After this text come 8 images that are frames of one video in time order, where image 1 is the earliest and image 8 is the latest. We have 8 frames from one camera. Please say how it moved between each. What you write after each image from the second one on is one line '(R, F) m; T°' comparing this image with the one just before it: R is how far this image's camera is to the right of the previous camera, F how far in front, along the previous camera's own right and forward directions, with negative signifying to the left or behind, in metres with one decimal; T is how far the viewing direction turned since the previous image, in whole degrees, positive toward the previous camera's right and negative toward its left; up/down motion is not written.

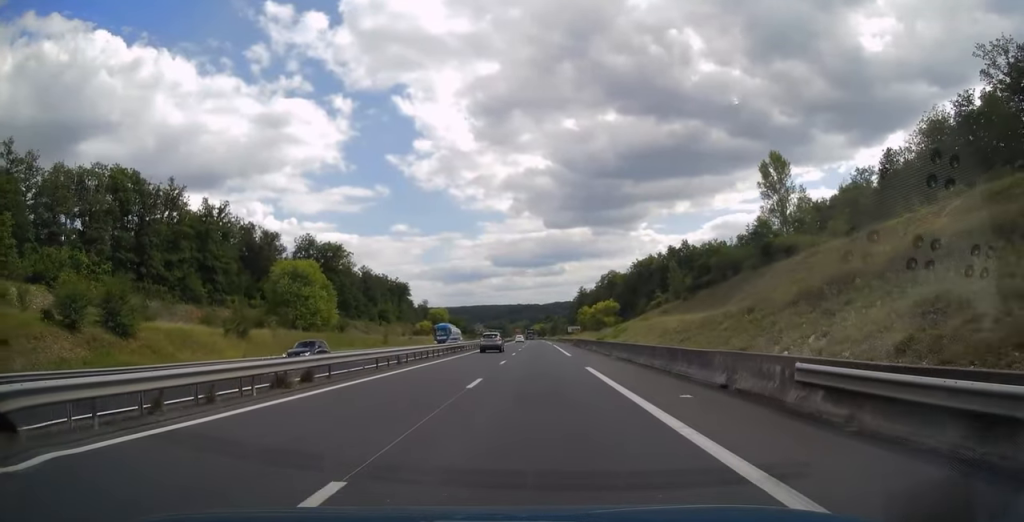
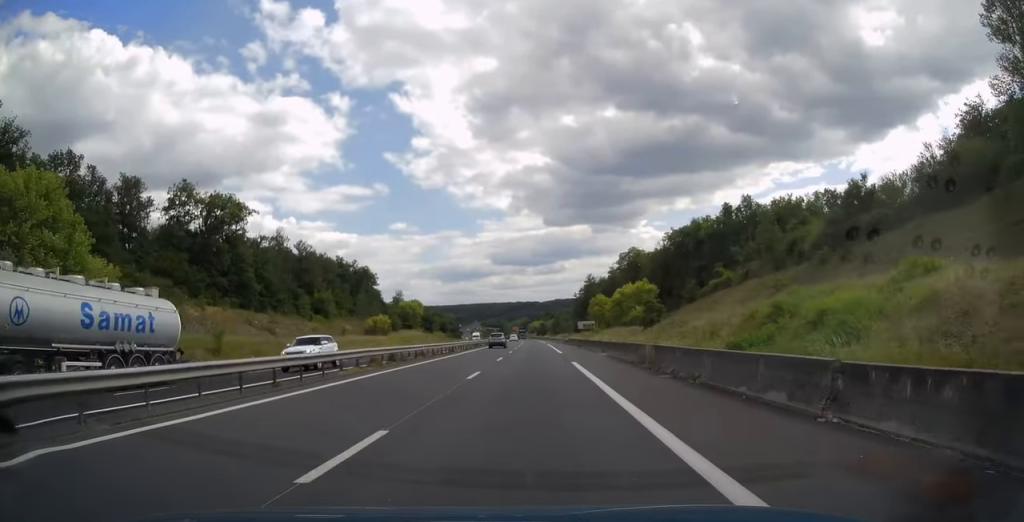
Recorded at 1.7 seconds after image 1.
(-0.2, +49.5) m; 0°
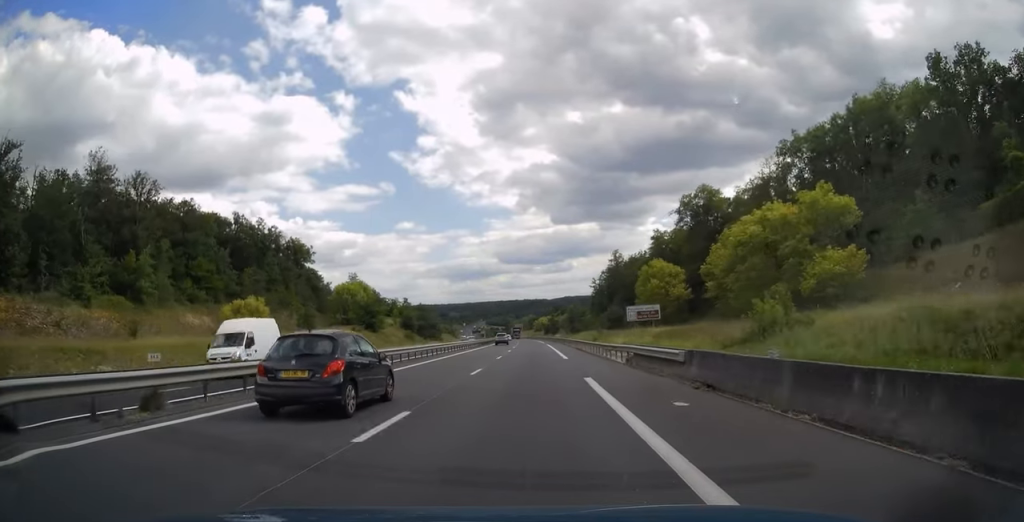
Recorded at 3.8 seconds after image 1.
(-0.2, +63.2) m; -1°
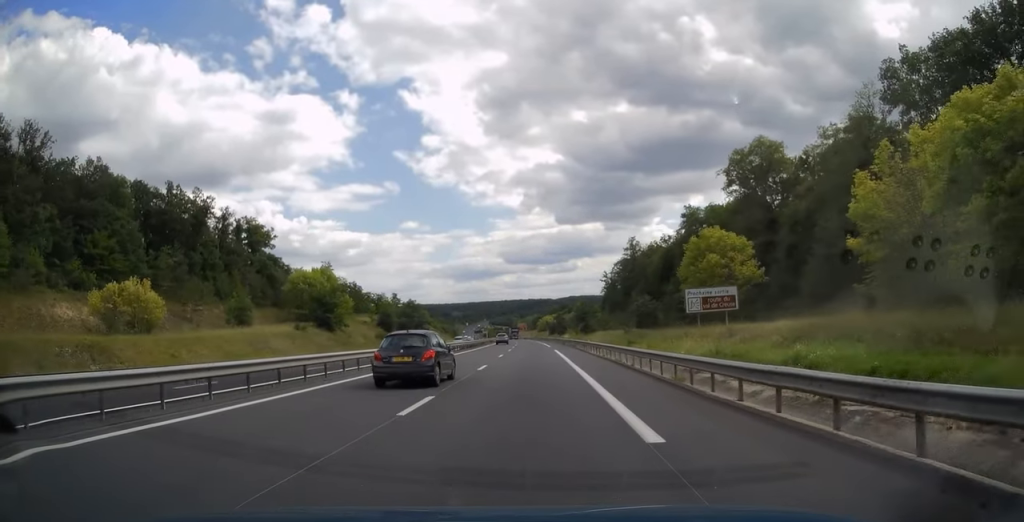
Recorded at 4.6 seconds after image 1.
(-0.1, +23.7) m; 0°
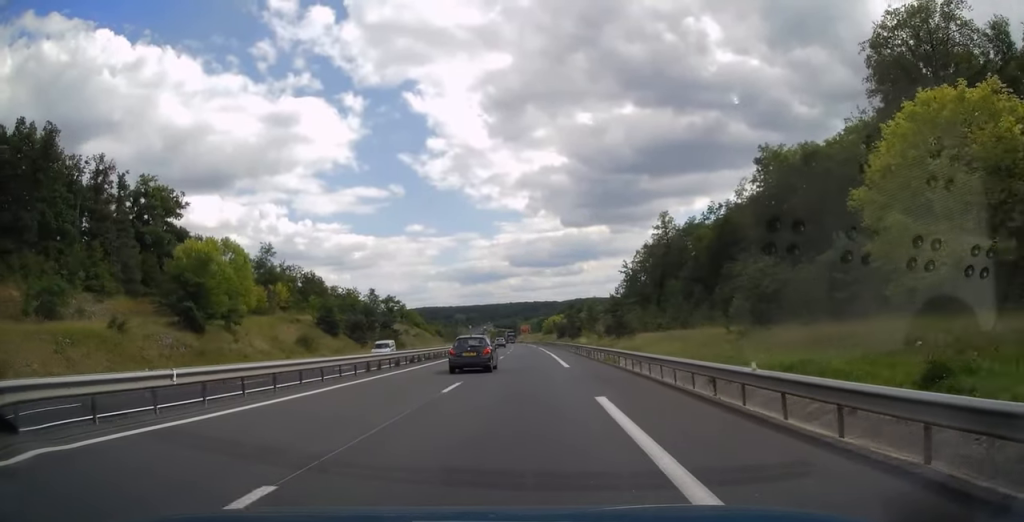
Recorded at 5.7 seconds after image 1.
(-0.3, +34.1) m; -1°
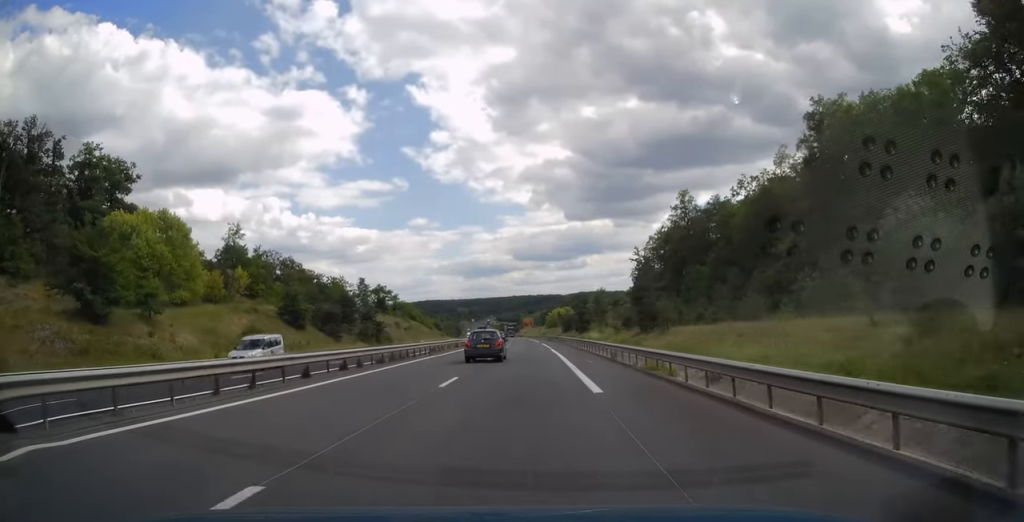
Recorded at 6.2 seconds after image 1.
(0.0, +13.4) m; 0°
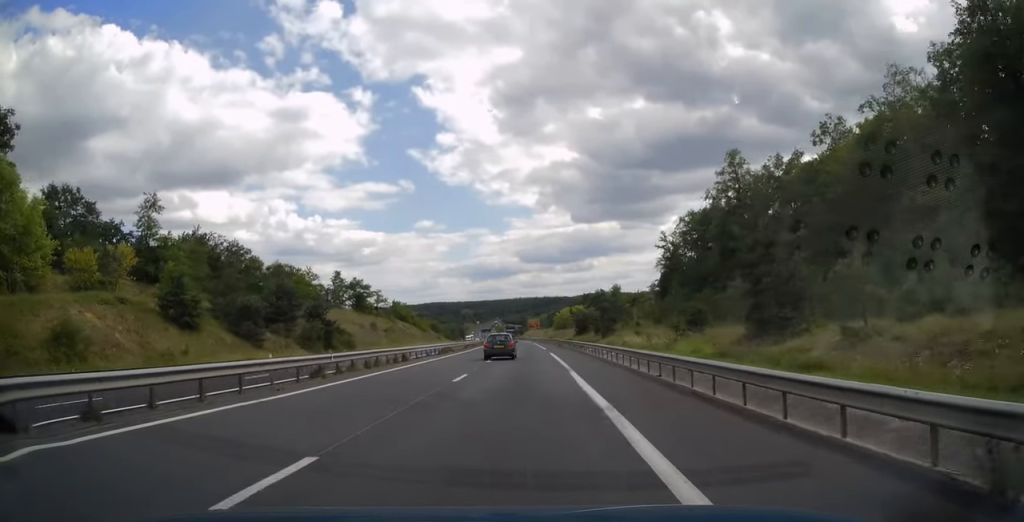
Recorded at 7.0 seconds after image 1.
(-0.2, +24.8) m; -1°
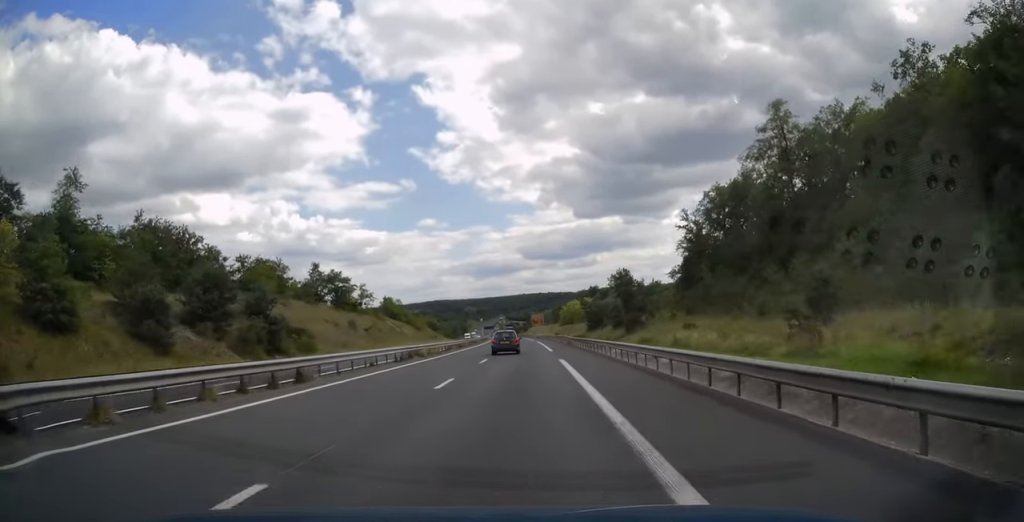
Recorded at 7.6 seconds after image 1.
(-0.1, +15.8) m; 0°
